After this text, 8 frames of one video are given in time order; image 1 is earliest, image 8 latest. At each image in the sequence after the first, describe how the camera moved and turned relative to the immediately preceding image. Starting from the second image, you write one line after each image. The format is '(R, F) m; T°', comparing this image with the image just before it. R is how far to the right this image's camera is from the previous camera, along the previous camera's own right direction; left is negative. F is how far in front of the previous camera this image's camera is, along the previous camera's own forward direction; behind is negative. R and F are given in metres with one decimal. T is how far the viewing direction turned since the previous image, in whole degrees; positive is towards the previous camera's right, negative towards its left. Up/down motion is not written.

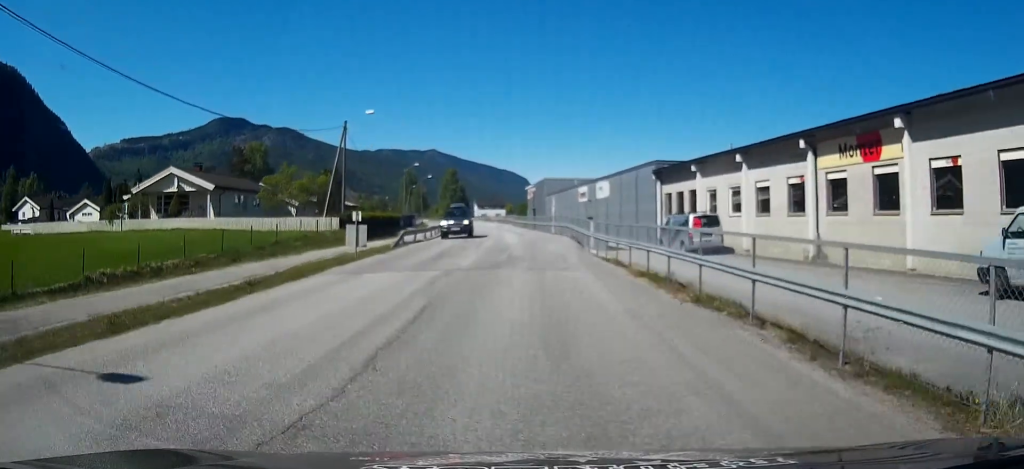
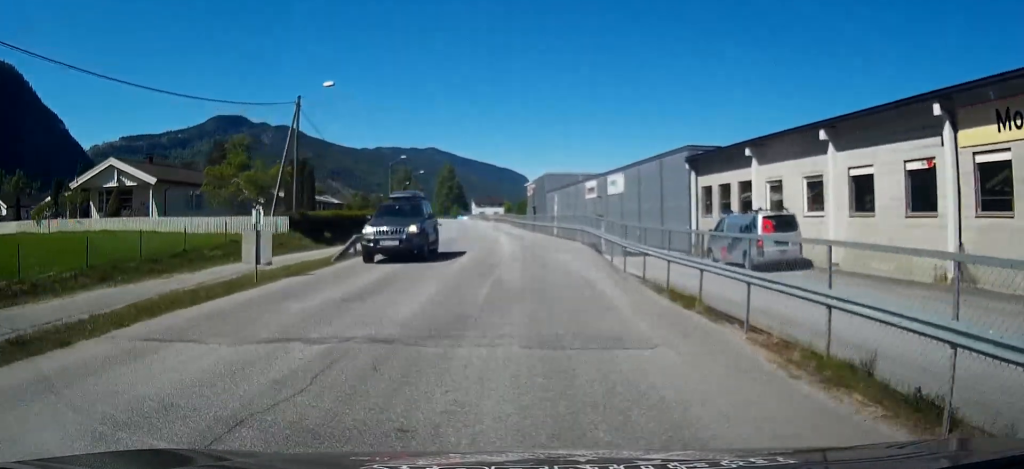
(-0.1, +9.0) m; -1°
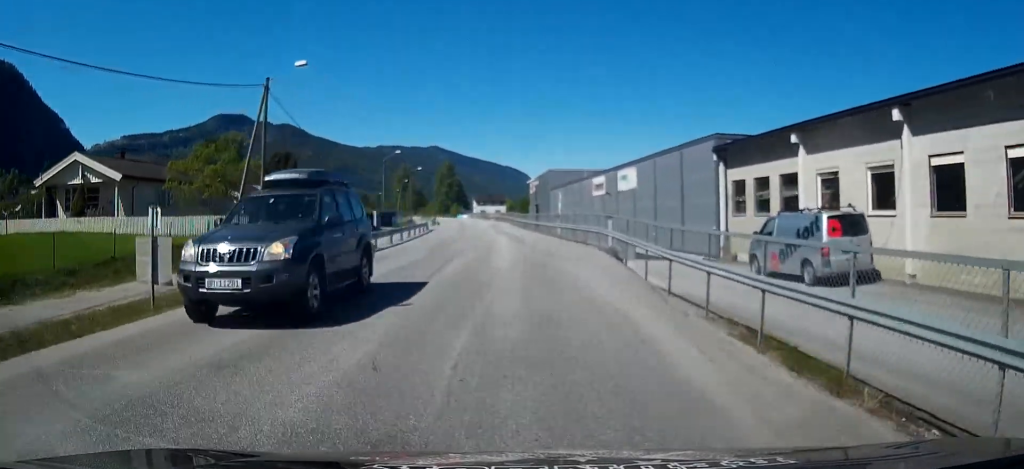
(0.0, +4.7) m; -1°
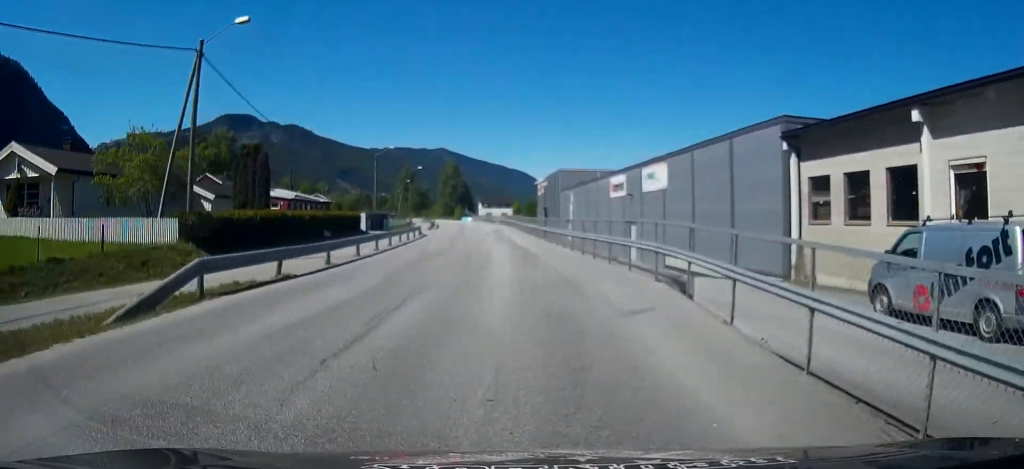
(0.0, +7.4) m; 0°
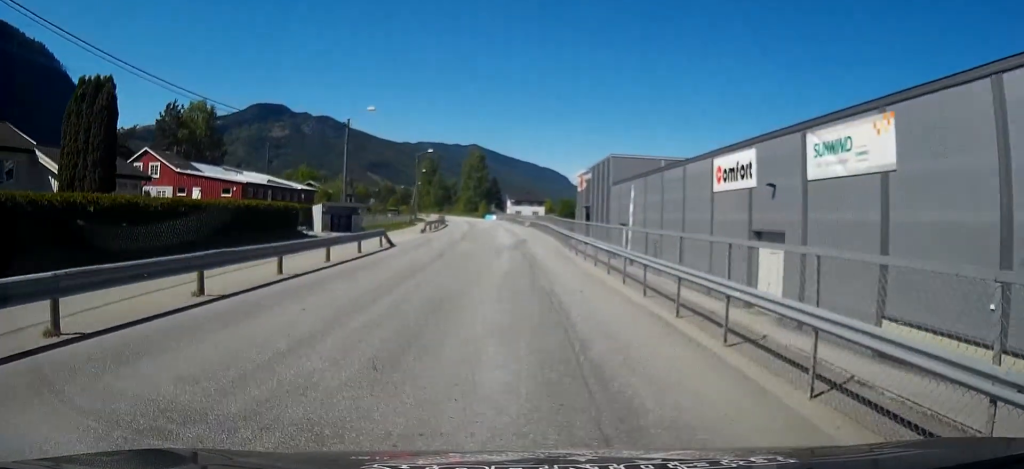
(-0.3, +20.6) m; -4°
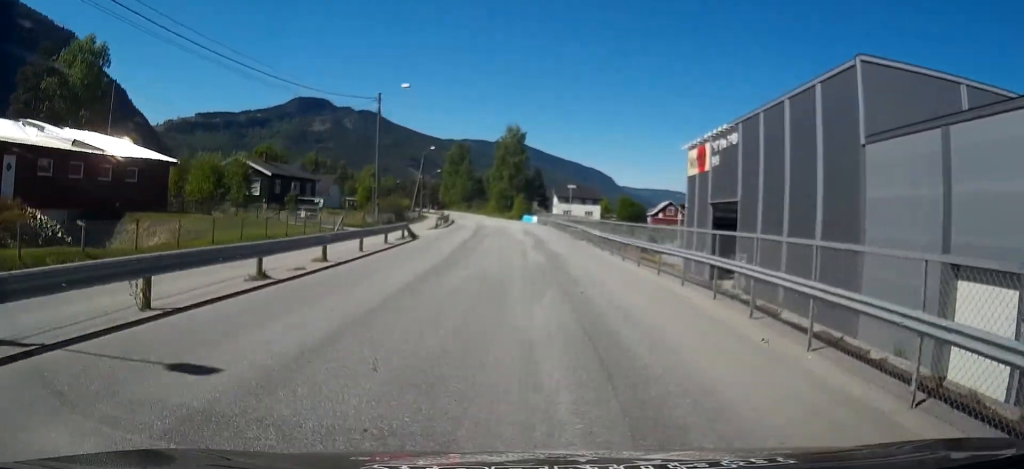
(-1.7, +39.7) m; -3°
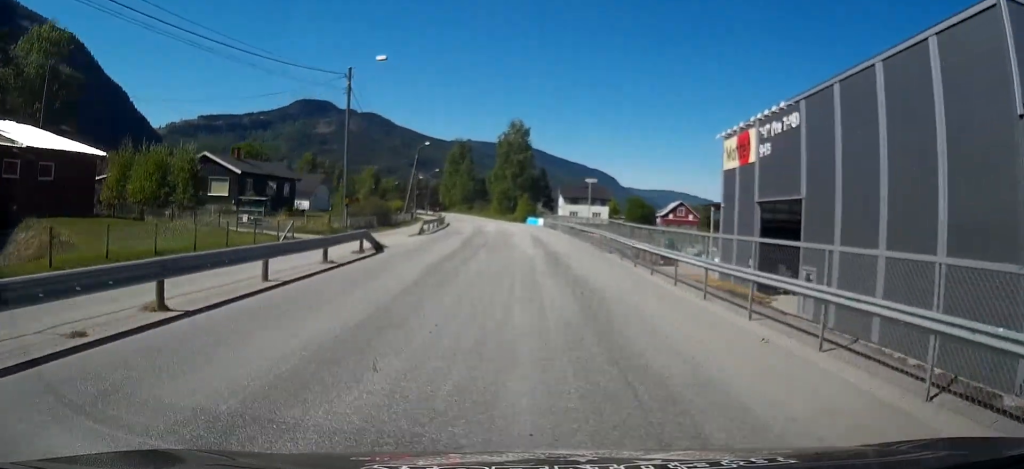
(0.0, +8.0) m; -1°
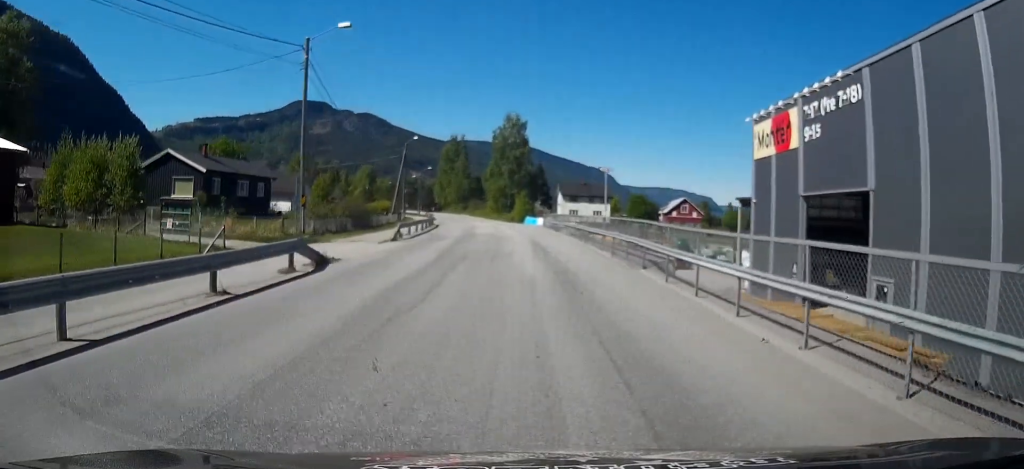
(-0.1, +6.1) m; 0°
